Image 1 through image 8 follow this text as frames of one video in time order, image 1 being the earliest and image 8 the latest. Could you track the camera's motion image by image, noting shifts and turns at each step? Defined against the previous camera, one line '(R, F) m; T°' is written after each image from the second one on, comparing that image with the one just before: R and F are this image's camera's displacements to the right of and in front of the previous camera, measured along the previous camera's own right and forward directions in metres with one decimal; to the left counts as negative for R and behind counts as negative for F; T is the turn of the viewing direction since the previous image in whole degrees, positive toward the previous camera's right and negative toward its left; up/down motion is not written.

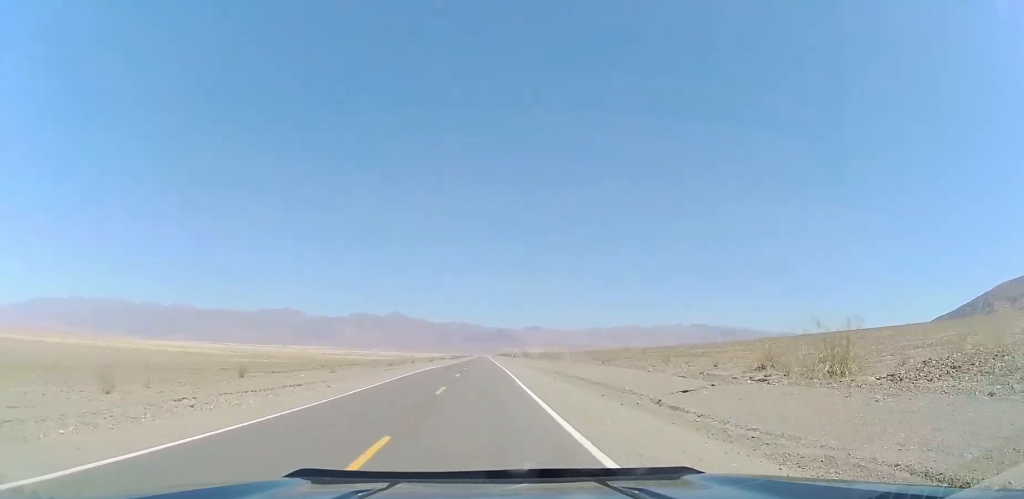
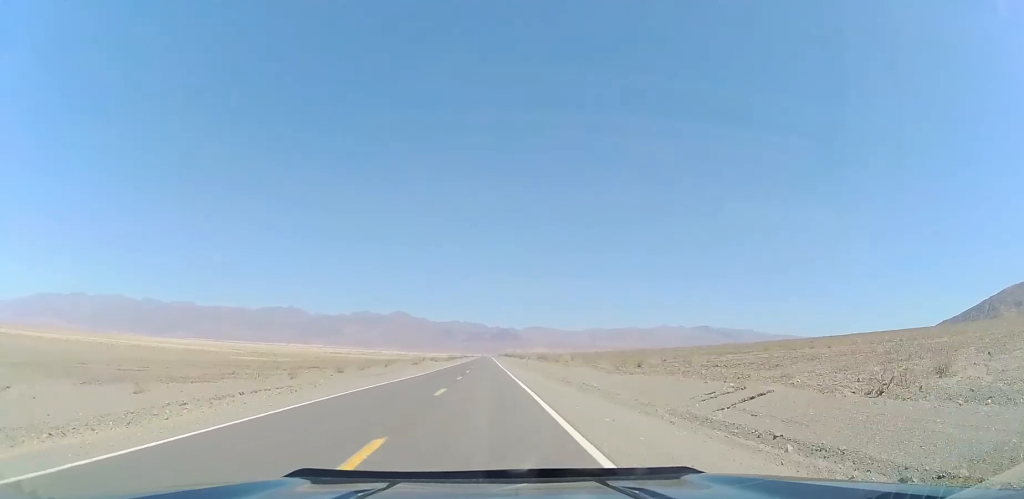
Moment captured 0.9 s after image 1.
(+0.1, +29.9) m; 0°
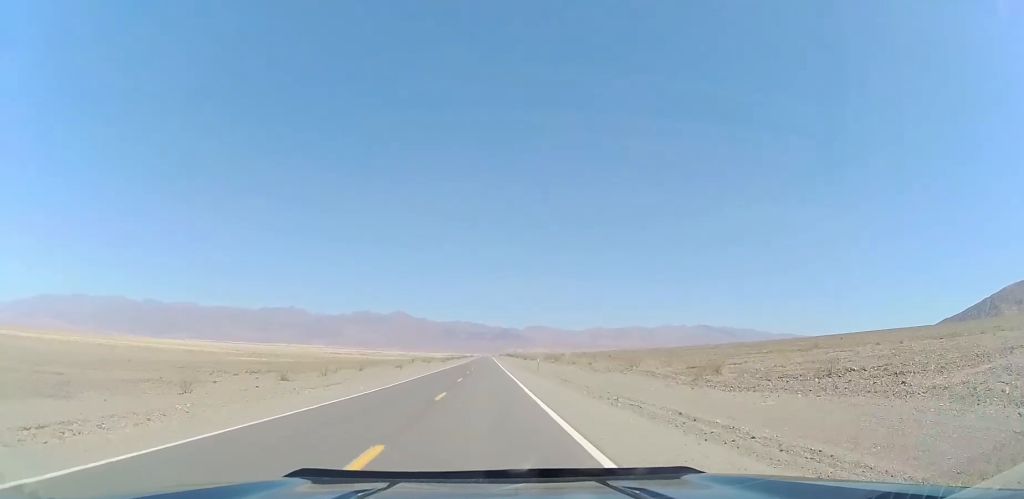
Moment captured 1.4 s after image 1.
(+0.1, +14.9) m; 0°
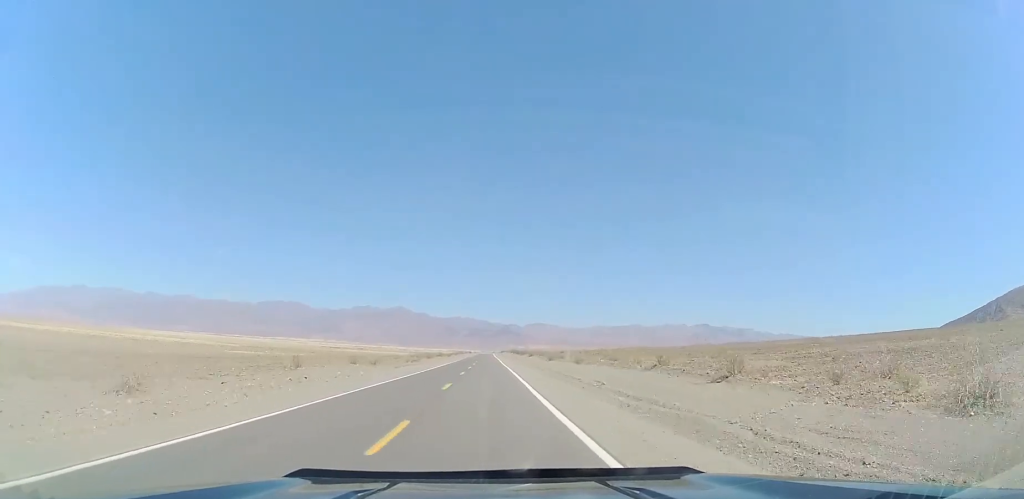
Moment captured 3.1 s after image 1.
(-0.5, +55.3) m; -1°
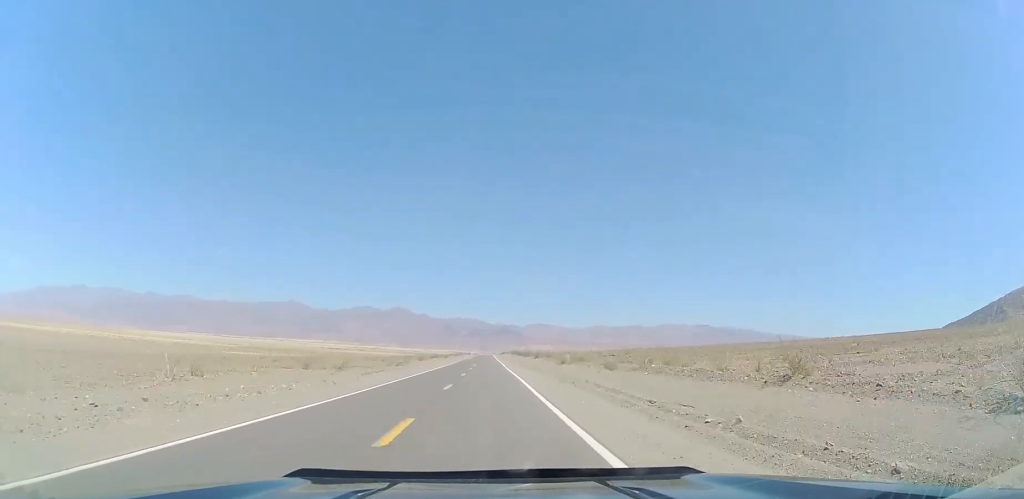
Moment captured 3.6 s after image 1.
(0.0, +13.8) m; 0°
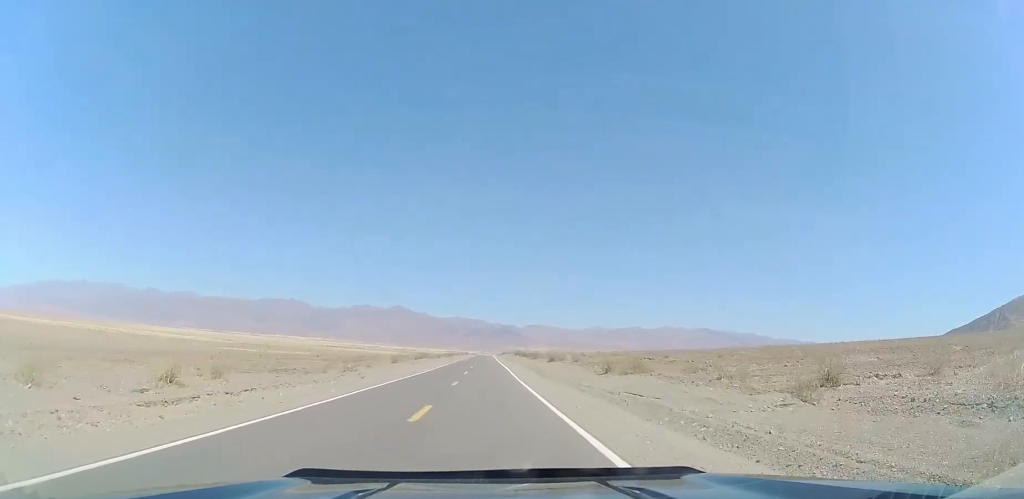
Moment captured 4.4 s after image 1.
(-0.1, +25.7) m; 0°
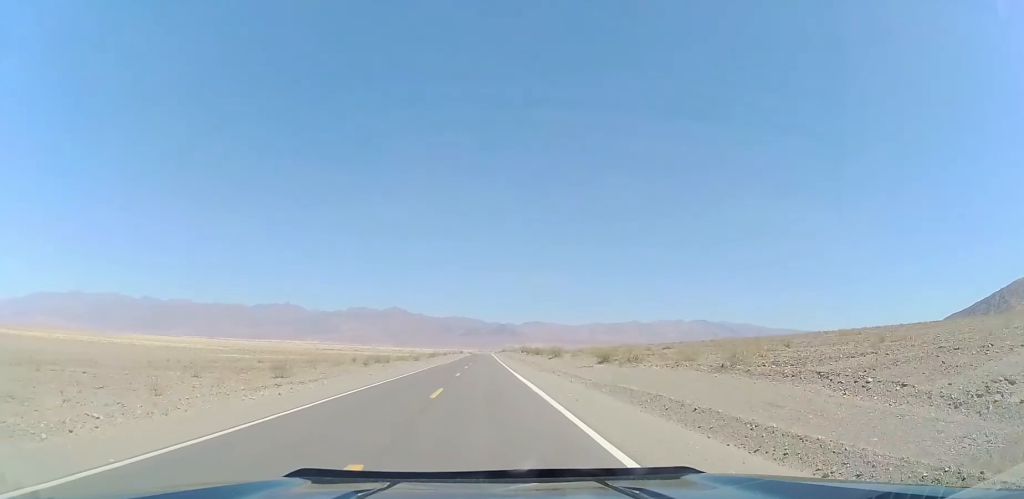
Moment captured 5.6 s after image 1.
(+0.2, +39.6) m; +1°
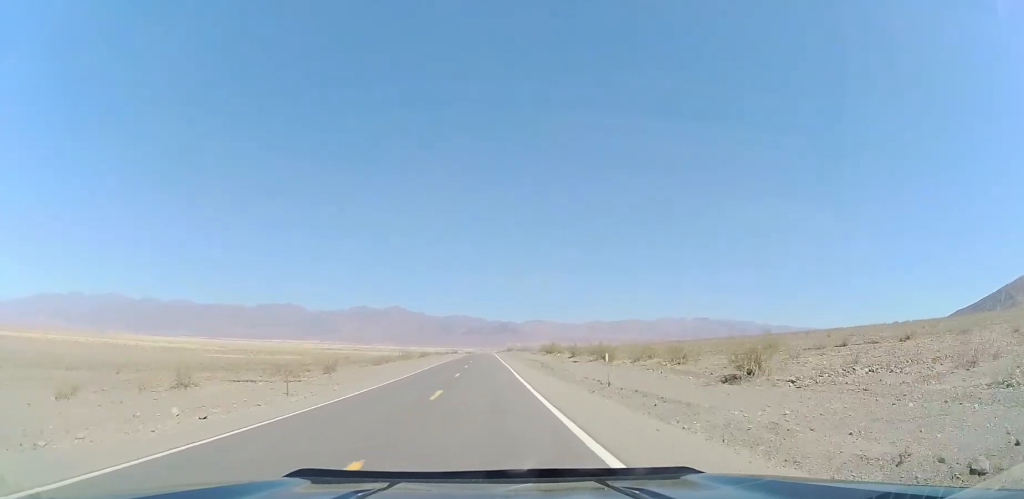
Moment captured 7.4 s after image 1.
(0.0, +57.8) m; -1°
